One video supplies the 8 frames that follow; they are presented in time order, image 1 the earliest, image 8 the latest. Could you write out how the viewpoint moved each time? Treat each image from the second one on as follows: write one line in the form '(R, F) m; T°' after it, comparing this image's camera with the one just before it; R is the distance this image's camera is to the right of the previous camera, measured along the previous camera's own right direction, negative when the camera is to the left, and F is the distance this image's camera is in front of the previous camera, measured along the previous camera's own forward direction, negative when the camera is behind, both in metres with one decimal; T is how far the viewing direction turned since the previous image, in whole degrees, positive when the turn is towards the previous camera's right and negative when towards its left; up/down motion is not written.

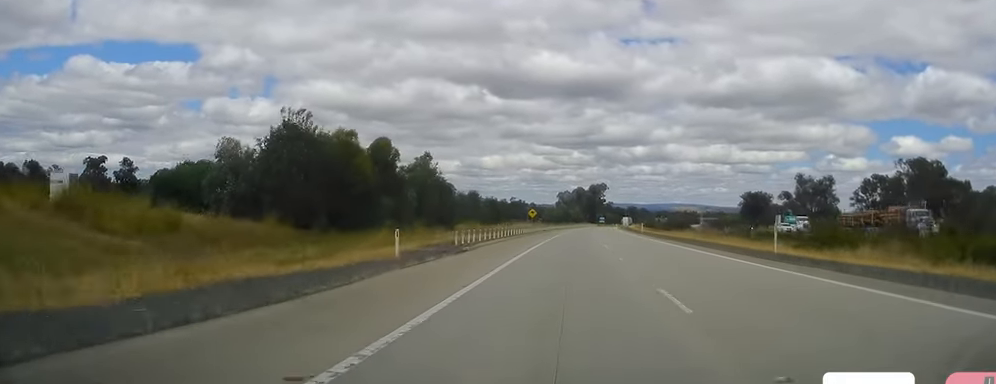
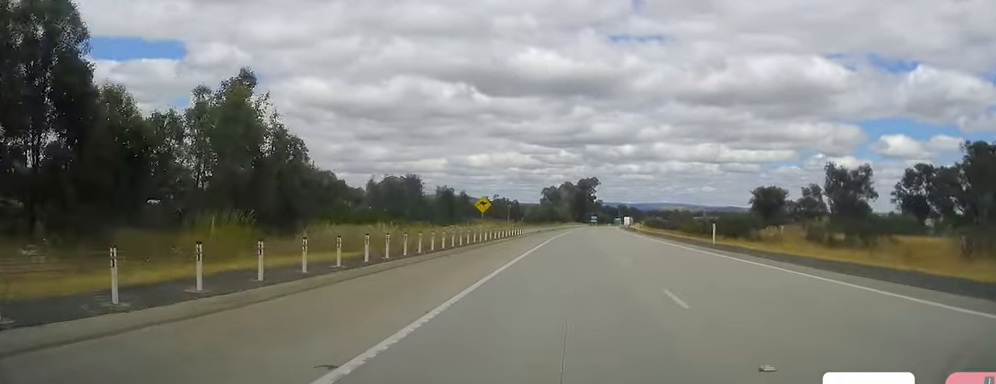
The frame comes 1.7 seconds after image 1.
(+1.2, +48.1) m; 0°
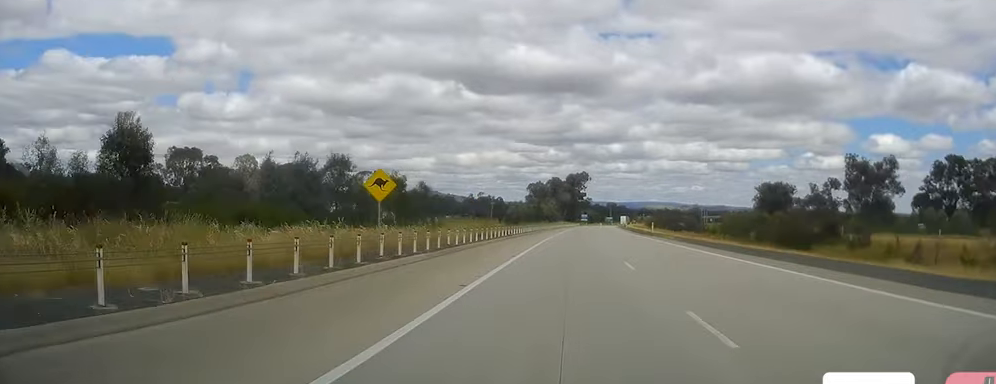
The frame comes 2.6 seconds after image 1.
(-0.8, +27.8) m; -1°
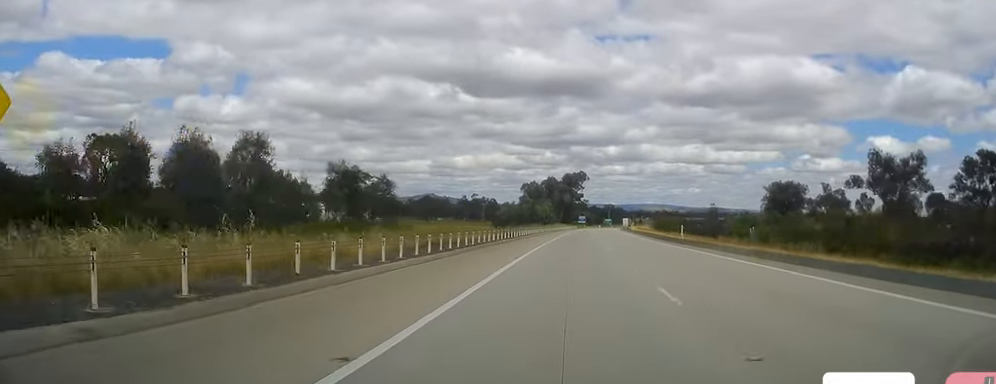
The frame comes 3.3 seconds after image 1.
(+0.3, +20.1) m; +2°
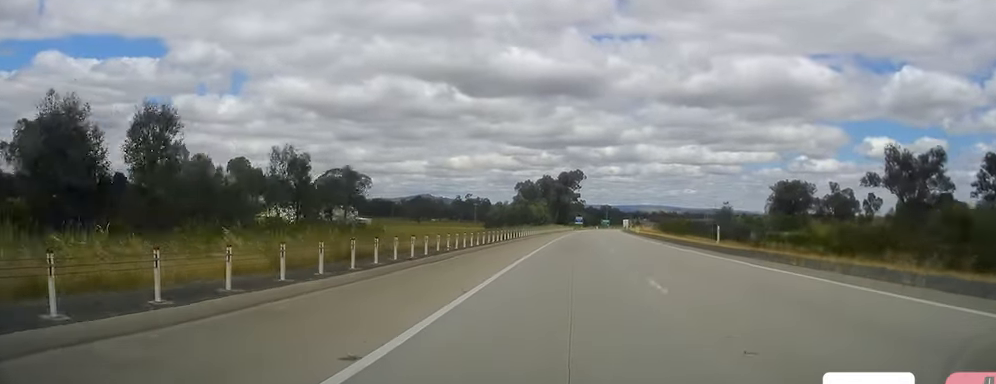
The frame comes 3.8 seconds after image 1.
(0.0, +13.4) m; +1°
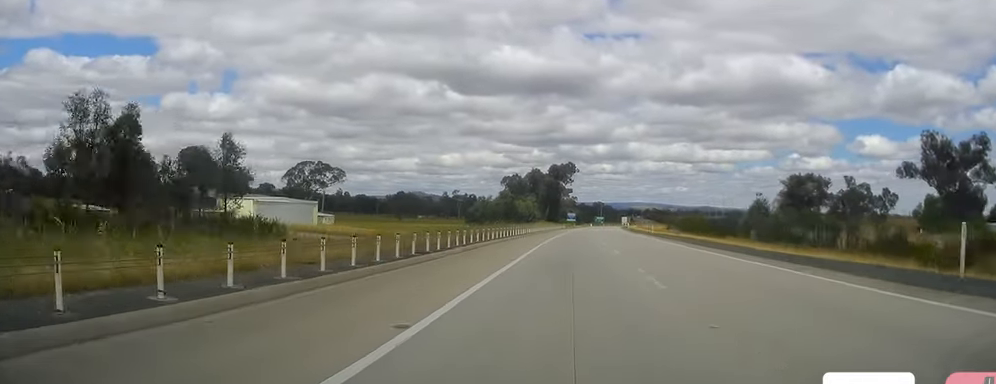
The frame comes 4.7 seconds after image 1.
(+0.6, +24.9) m; 0°
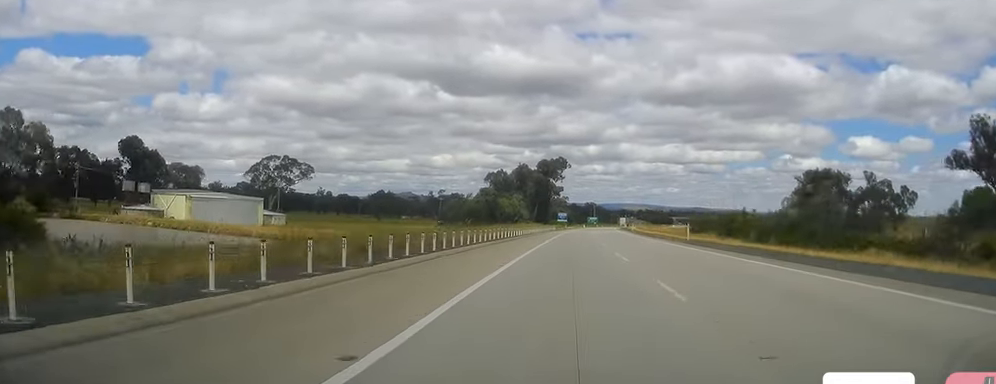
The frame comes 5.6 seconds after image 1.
(-0.4, +26.0) m; 0°
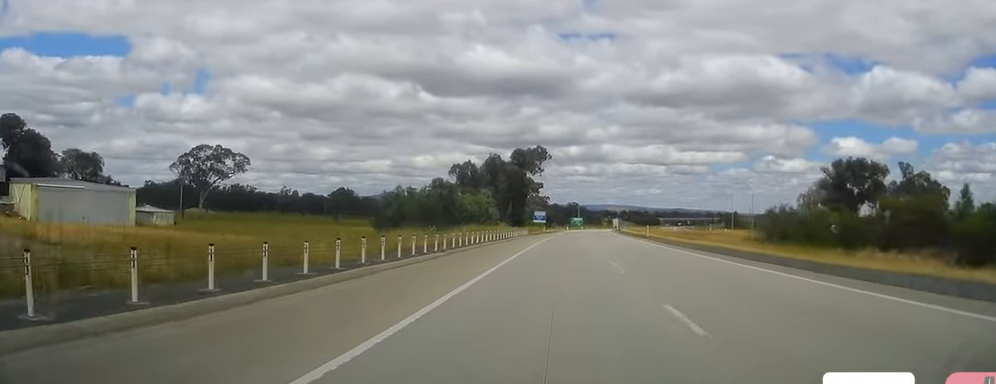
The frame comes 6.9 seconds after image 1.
(+0.9, +39.4) m; +2°
